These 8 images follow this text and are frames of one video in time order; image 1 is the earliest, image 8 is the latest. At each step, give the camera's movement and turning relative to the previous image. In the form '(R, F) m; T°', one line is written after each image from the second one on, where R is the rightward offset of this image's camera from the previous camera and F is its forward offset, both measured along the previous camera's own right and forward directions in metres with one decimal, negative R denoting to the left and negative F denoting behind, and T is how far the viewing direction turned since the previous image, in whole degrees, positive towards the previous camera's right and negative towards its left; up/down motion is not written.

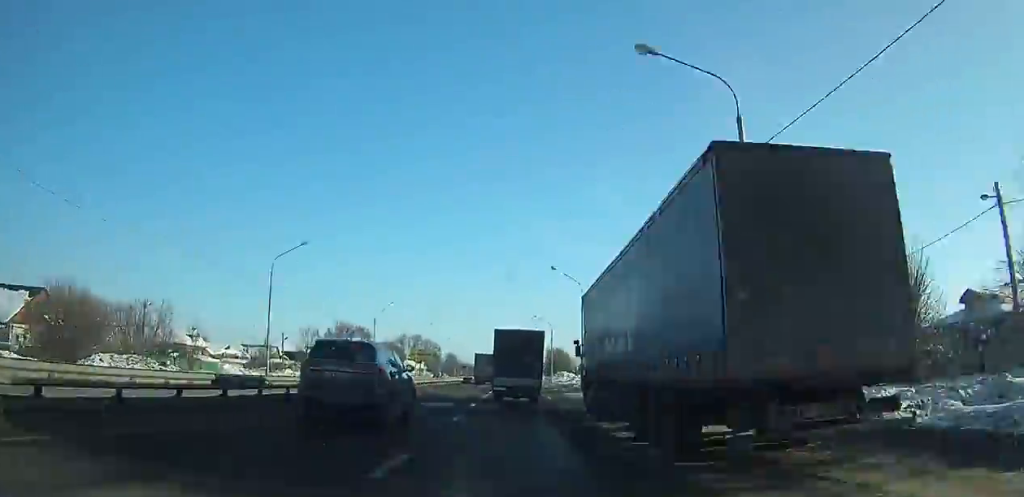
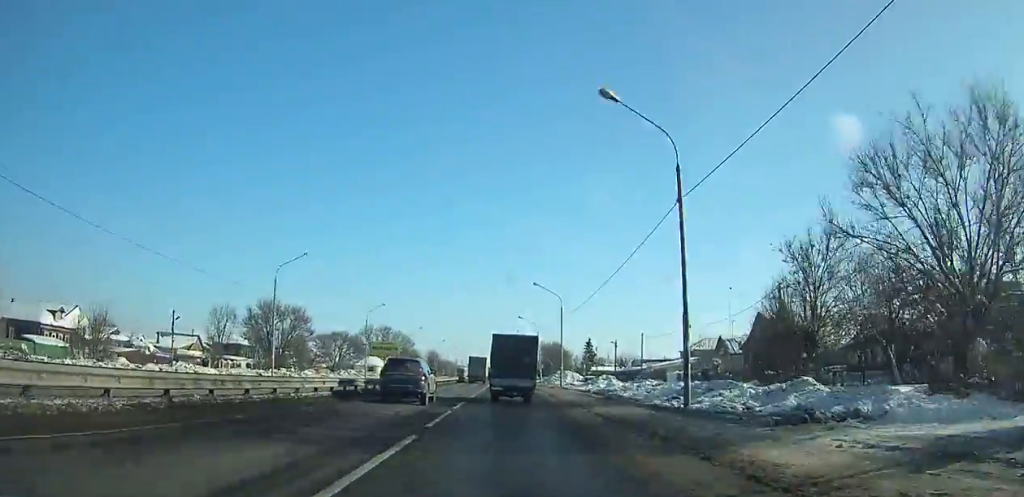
(+0.1, +35.7) m; 0°
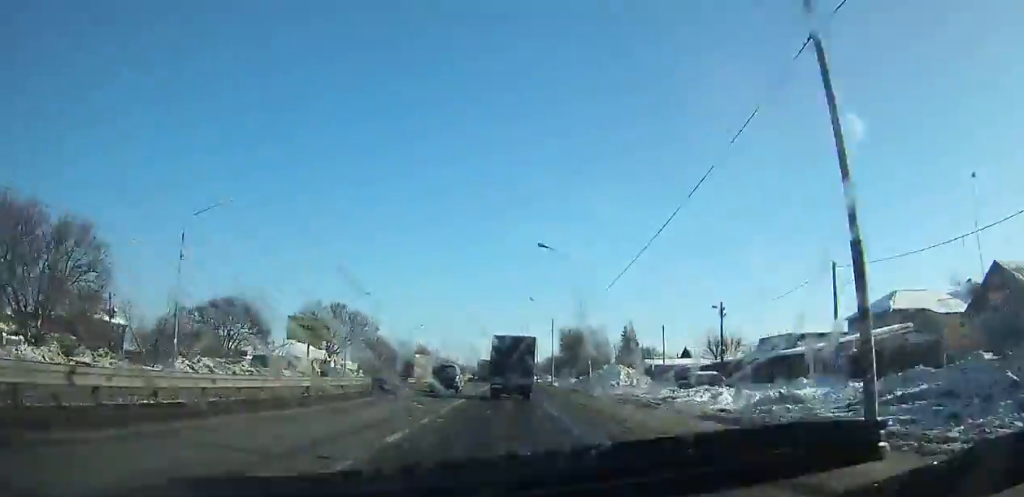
(0.0, +55.3) m; 0°
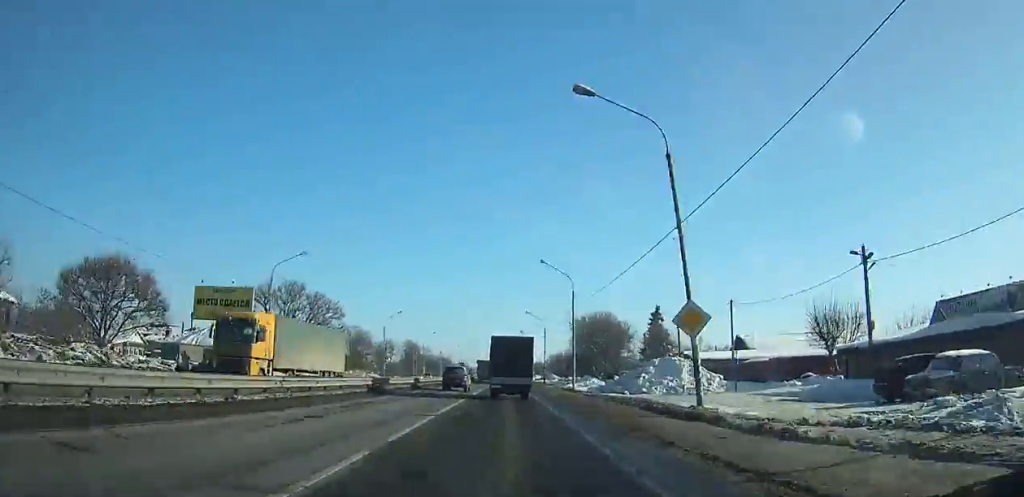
(0.0, +26.1) m; 0°
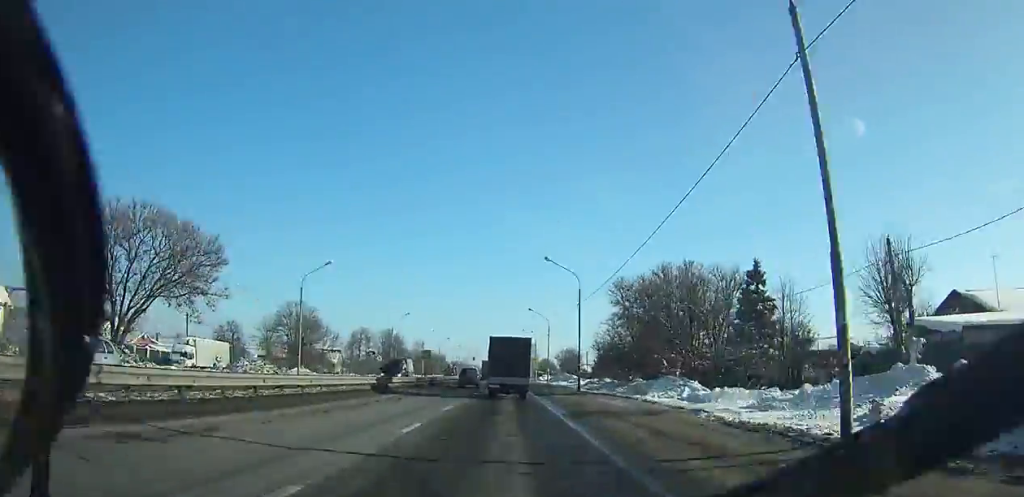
(-0.2, +44.7) m; 0°
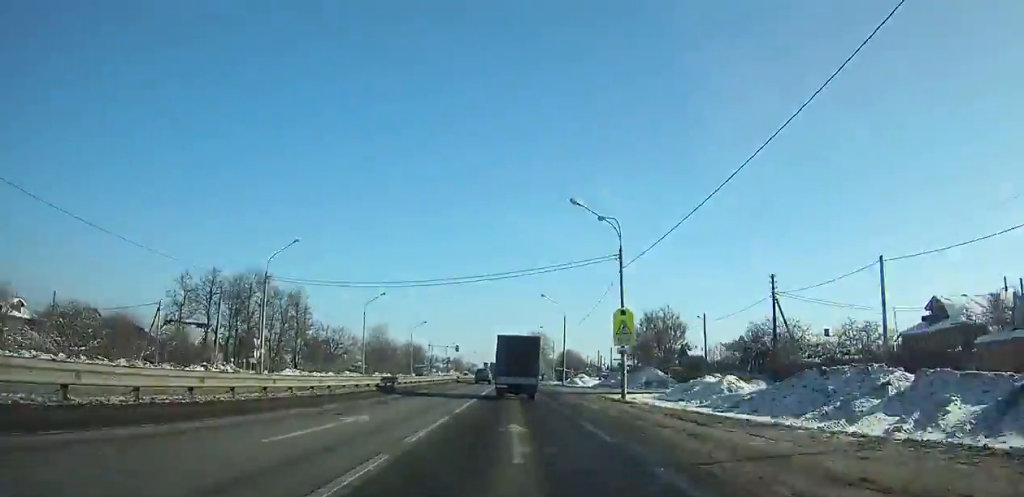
(+0.2, +99.0) m; 0°
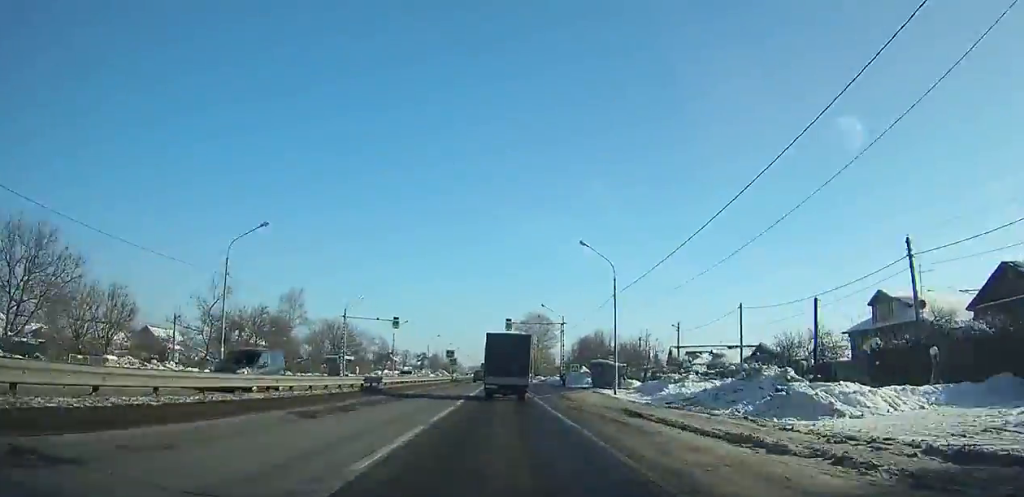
(+0.3, +68.5) m; 0°
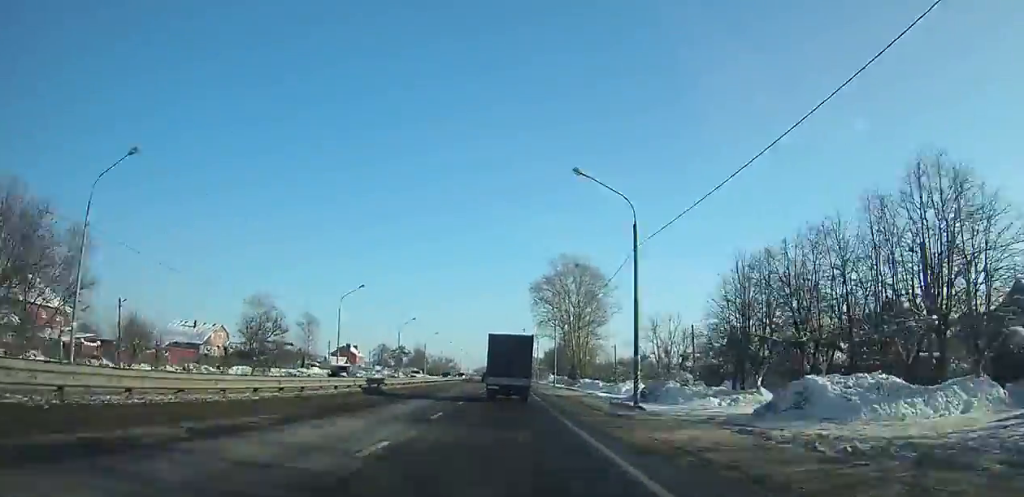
(-0.2, +84.2) m; 0°
